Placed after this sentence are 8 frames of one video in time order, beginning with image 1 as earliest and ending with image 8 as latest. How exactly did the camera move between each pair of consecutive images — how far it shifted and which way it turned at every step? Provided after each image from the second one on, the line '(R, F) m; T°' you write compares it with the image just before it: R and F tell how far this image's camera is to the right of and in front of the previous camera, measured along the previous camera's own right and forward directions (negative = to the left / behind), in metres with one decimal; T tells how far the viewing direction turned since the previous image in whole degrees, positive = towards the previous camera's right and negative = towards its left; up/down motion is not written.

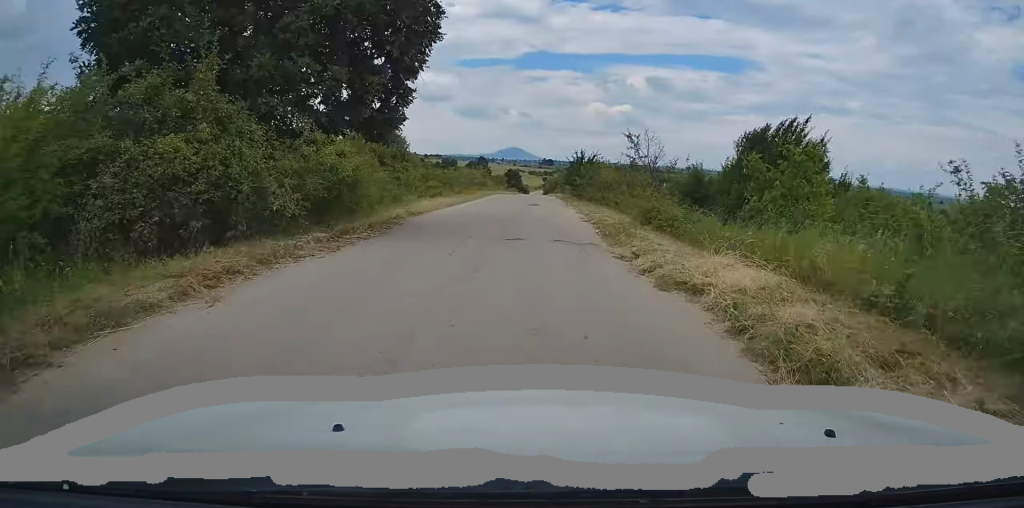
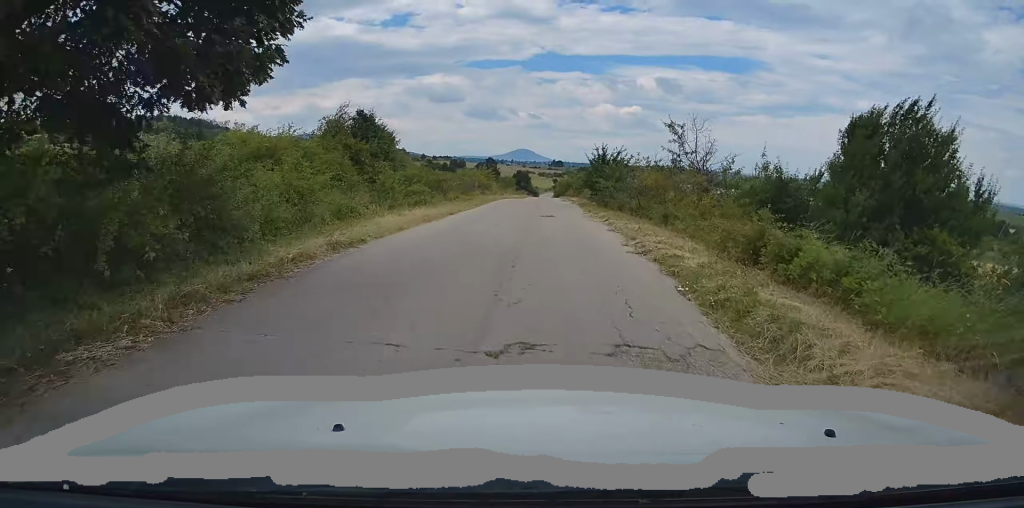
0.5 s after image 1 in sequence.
(+0.1, +7.6) m; 0°
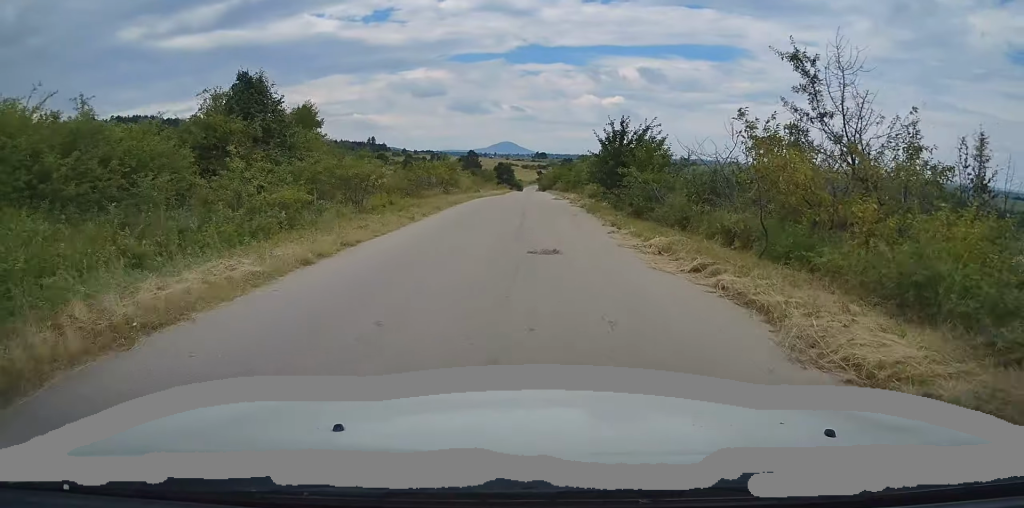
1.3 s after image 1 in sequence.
(-0.1, +13.0) m; 0°
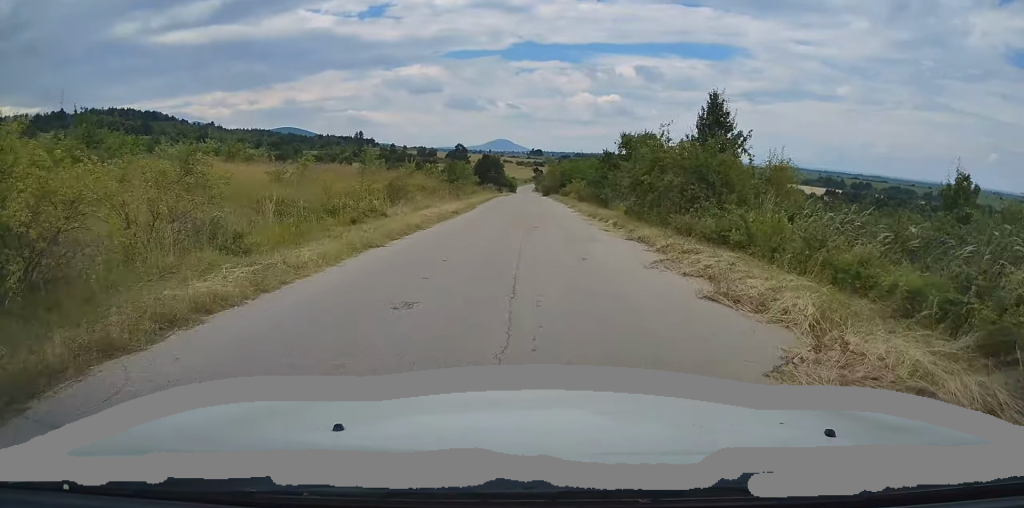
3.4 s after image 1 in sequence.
(+0.4, +35.0) m; +1°
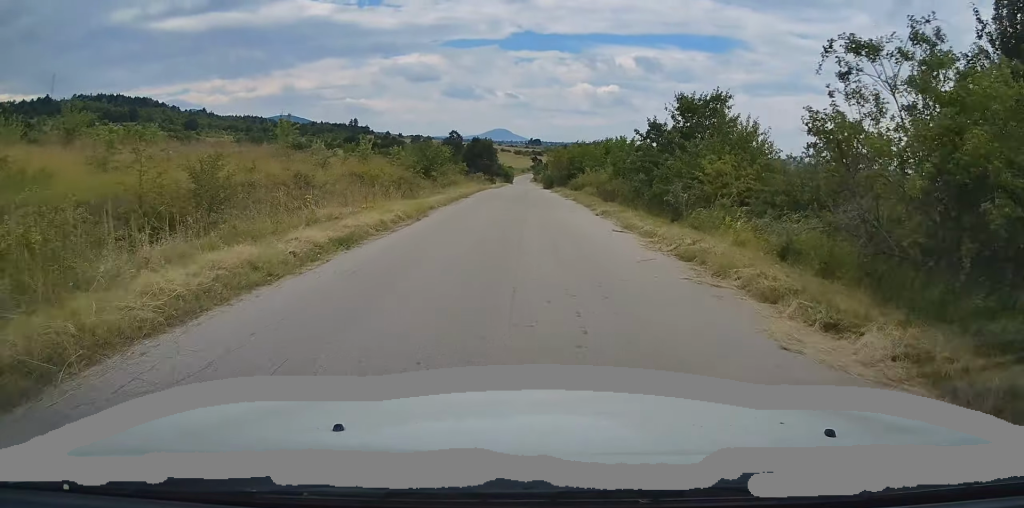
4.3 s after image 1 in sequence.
(0.0, +15.7) m; 0°
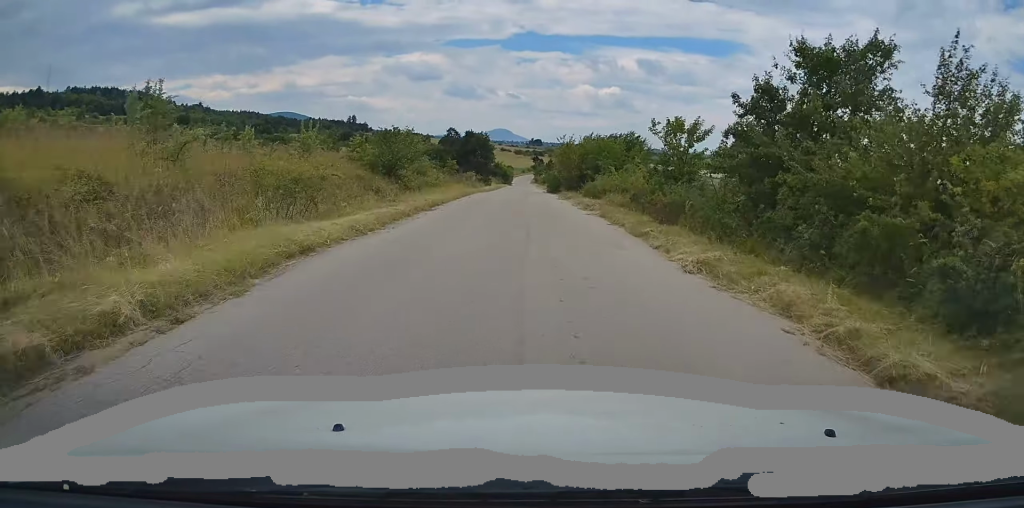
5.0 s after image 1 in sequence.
(0.0, +11.9) m; 0°
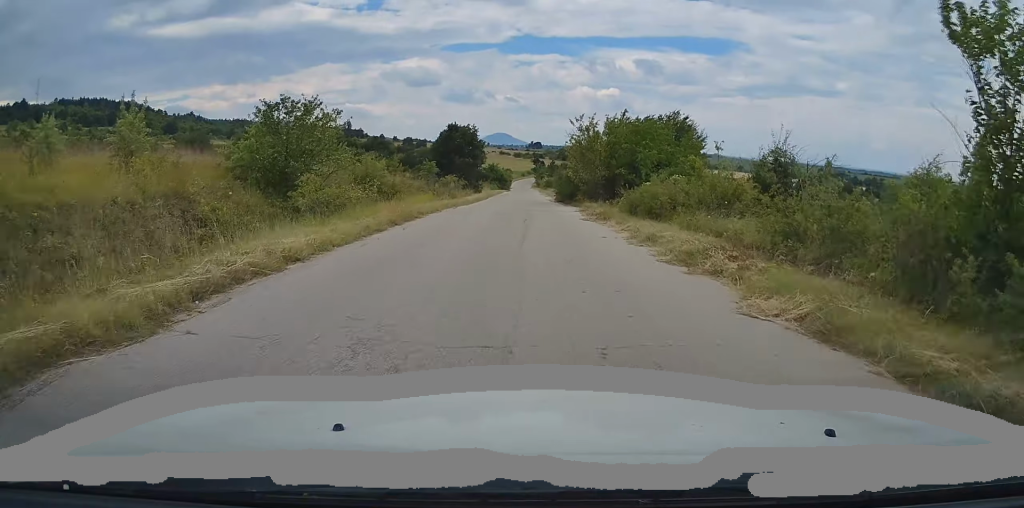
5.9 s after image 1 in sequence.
(0.0, +15.3) m; 0°
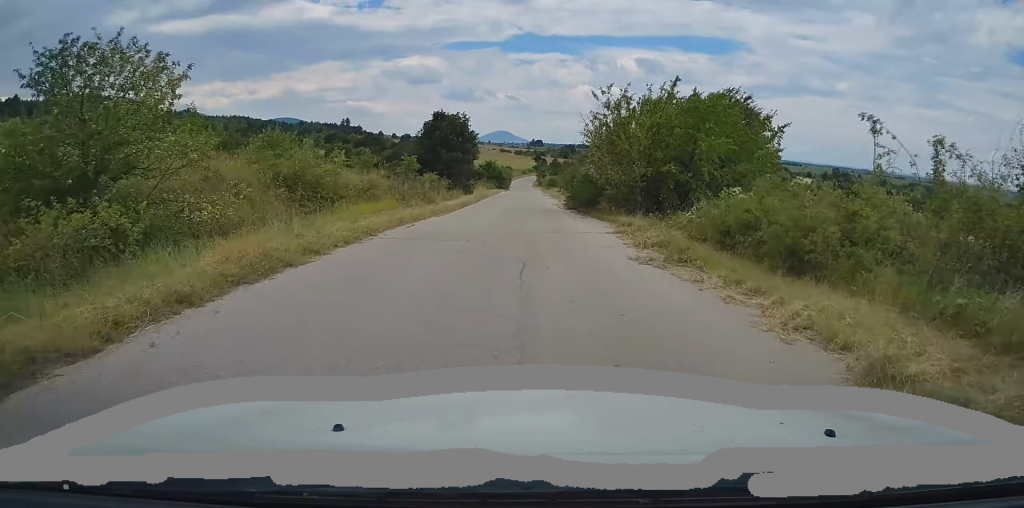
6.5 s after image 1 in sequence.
(0.0, +9.7) m; +1°
